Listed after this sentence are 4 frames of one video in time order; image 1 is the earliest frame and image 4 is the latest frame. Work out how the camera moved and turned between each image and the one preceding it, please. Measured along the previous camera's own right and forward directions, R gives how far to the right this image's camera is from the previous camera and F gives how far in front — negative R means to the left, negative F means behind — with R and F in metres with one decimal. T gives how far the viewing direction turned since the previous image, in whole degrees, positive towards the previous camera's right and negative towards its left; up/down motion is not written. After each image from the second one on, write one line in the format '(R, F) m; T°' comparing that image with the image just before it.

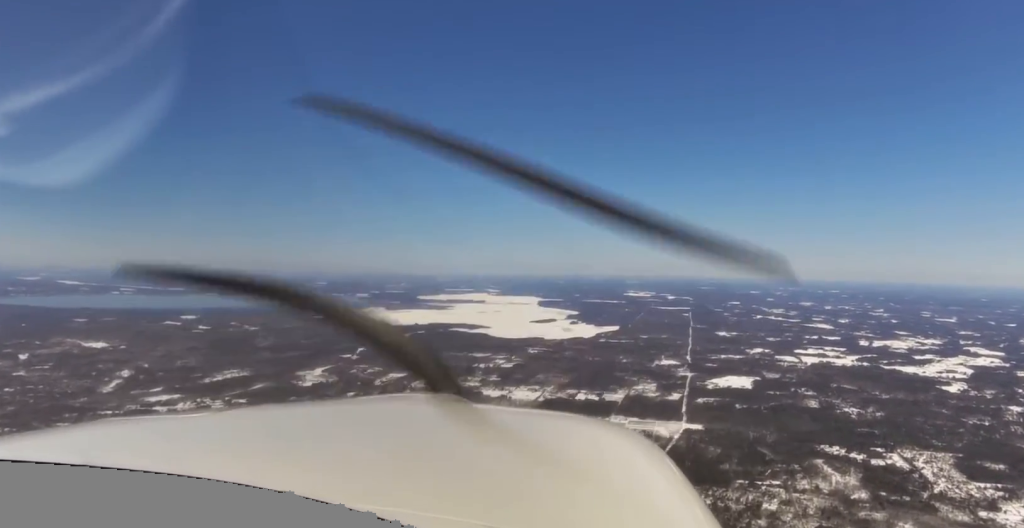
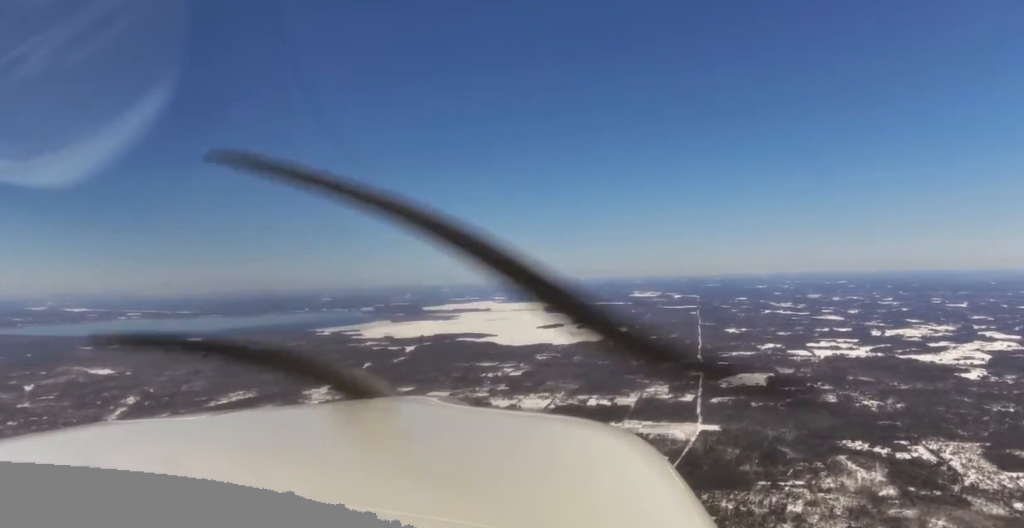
(+0.2, +112.2) m; 0°
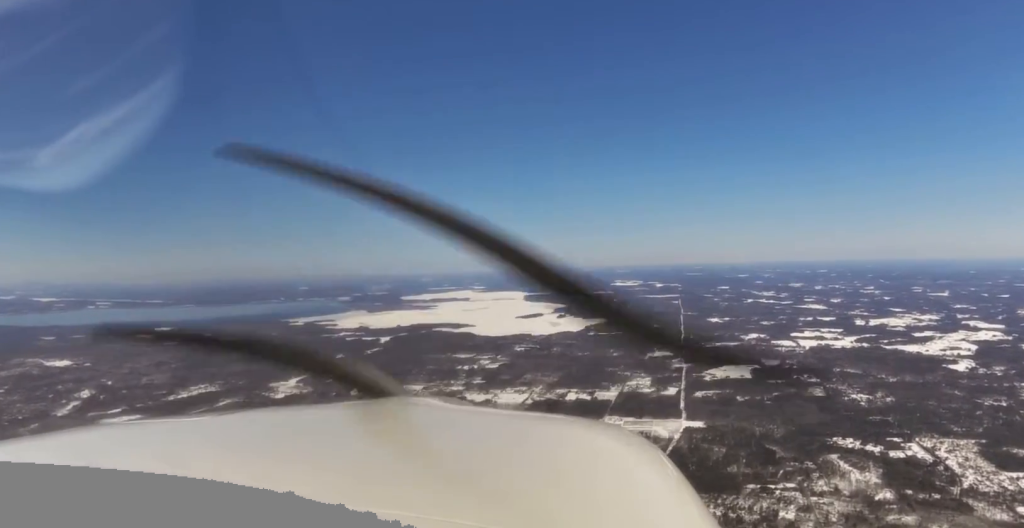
(-2.6, +216.1) m; -1°
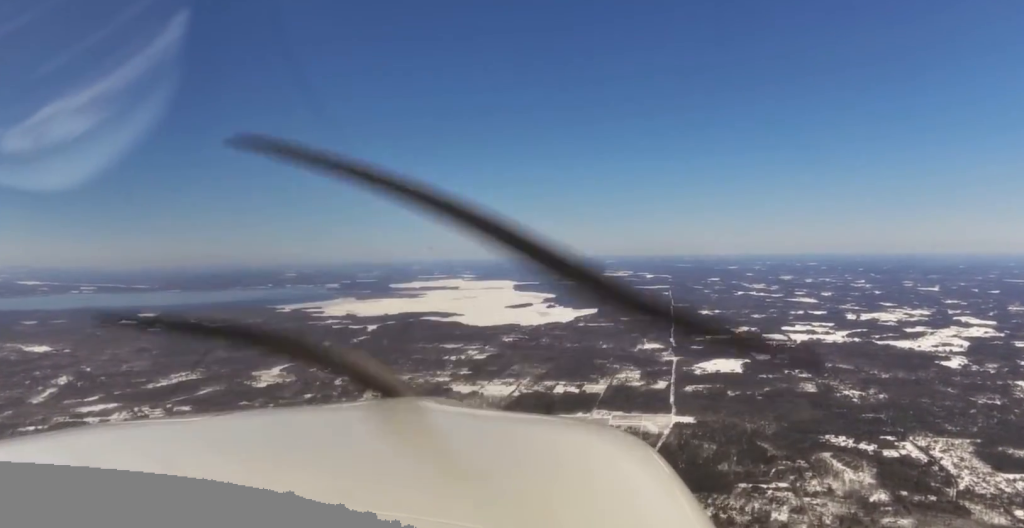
(+0.7, +91.6) m; +1°
